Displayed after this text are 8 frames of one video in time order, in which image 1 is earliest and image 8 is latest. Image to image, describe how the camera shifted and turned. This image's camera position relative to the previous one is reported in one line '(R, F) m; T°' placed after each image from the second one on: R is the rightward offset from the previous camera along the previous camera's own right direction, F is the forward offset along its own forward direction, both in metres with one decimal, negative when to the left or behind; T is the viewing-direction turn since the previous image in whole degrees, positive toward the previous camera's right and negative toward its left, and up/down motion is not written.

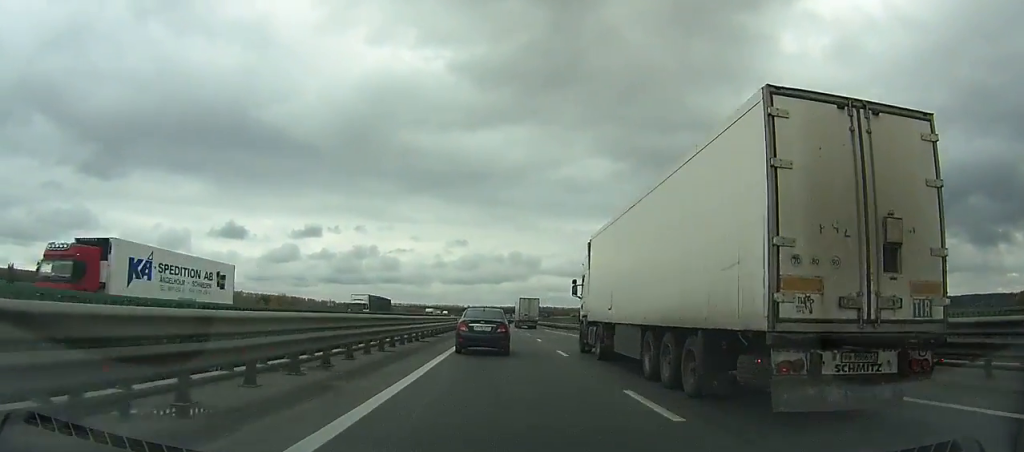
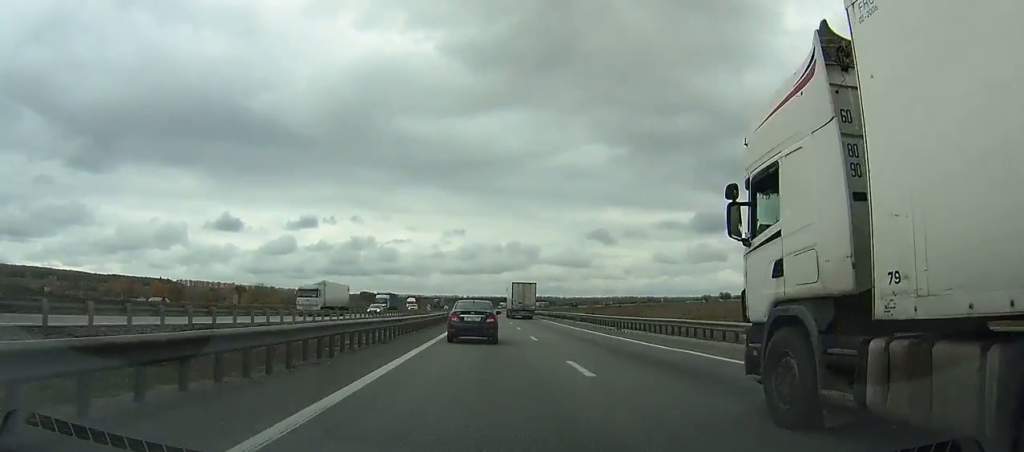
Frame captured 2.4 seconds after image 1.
(-1.0, +70.0) m; -1°
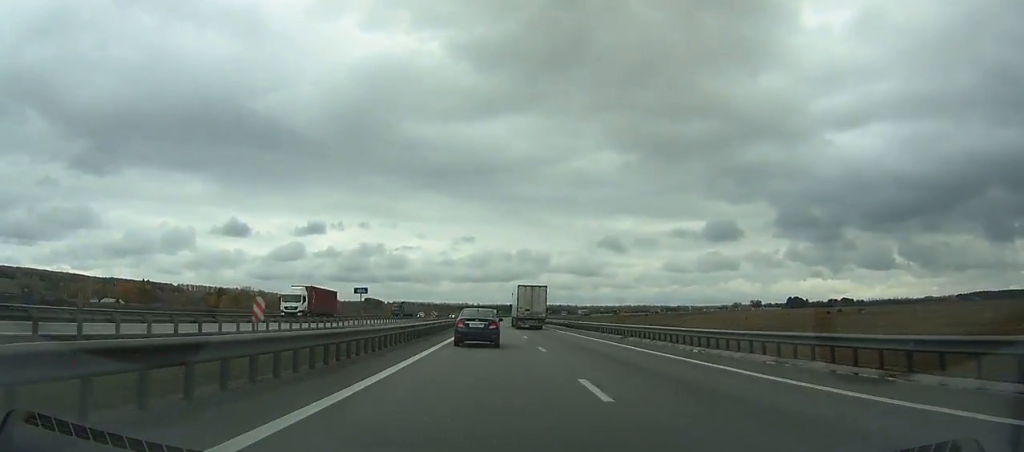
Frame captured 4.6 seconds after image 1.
(-0.5, +63.7) m; -1°
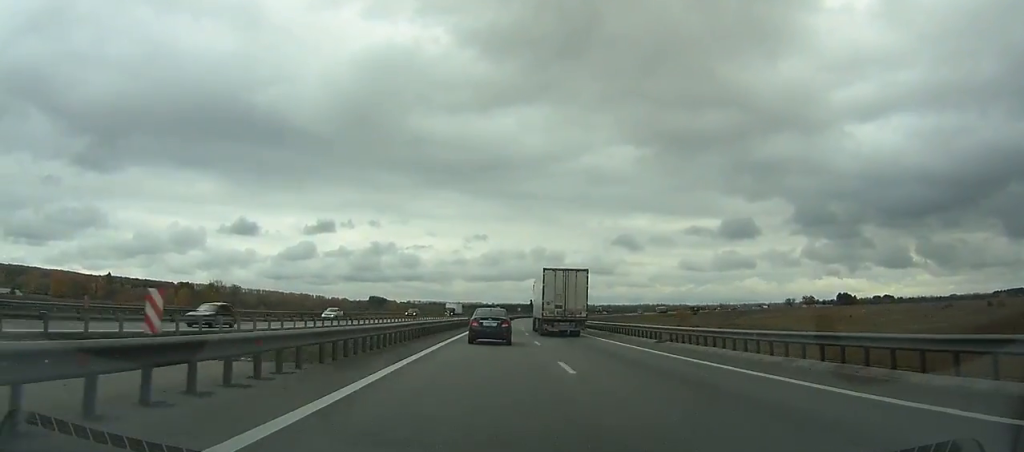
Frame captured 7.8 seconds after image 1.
(-0.1, +92.4) m; 0°
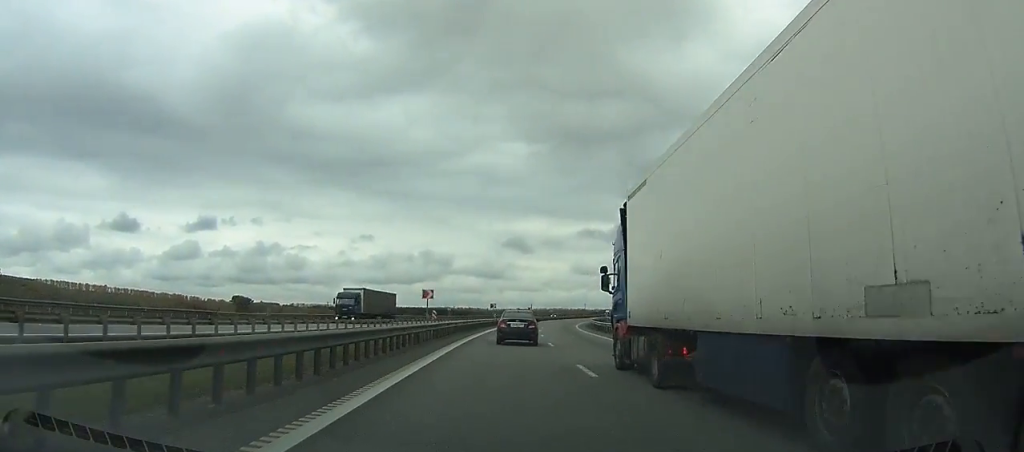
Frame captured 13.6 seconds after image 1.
(+6.5, +168.3) m; +9°
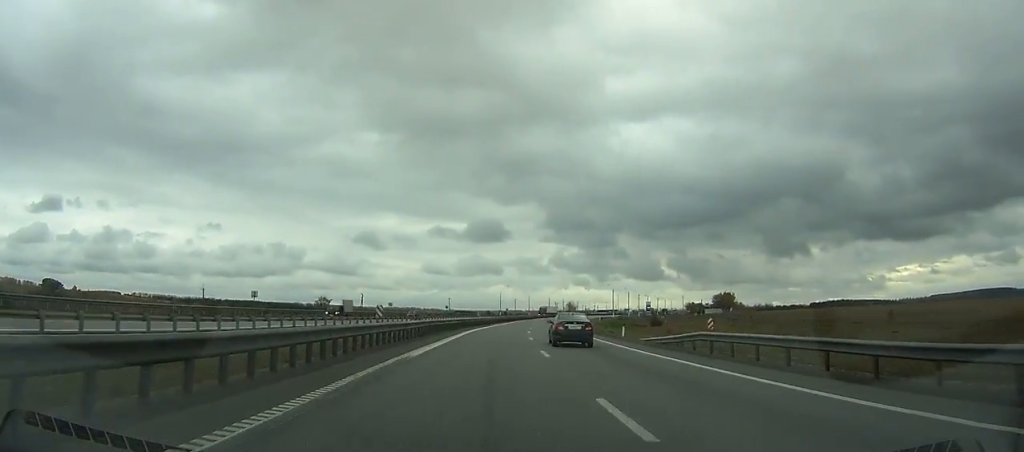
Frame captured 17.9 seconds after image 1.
(+14.8, +124.3) m; +13°
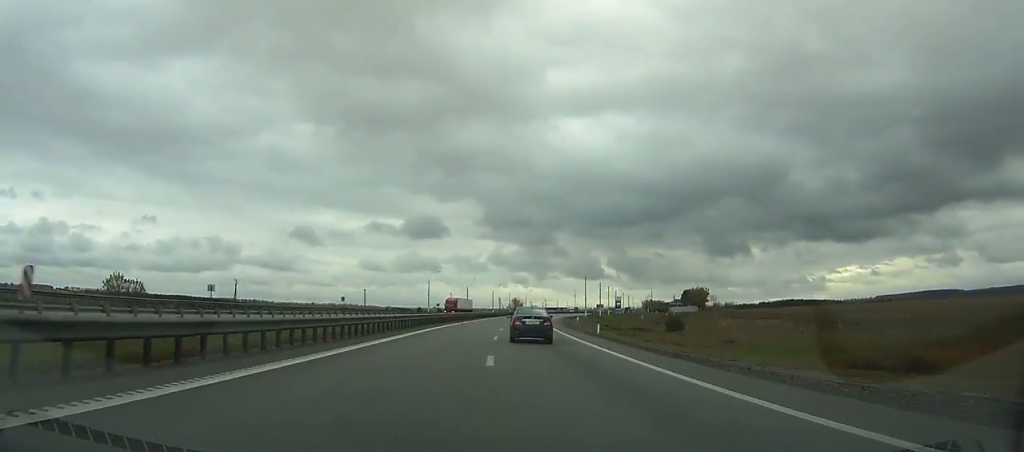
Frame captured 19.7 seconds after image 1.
(+1.3, +52.1) m; +6°
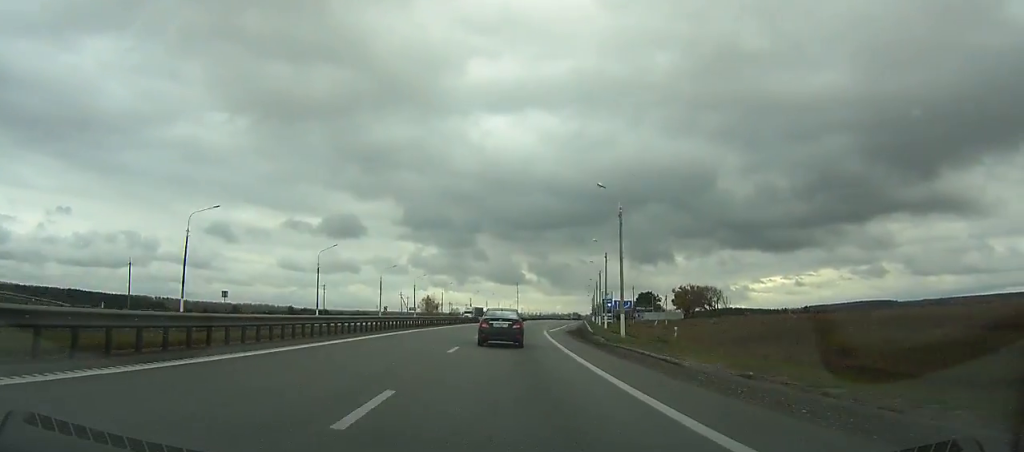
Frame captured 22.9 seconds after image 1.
(+8.2, +90.5) m; +9°
